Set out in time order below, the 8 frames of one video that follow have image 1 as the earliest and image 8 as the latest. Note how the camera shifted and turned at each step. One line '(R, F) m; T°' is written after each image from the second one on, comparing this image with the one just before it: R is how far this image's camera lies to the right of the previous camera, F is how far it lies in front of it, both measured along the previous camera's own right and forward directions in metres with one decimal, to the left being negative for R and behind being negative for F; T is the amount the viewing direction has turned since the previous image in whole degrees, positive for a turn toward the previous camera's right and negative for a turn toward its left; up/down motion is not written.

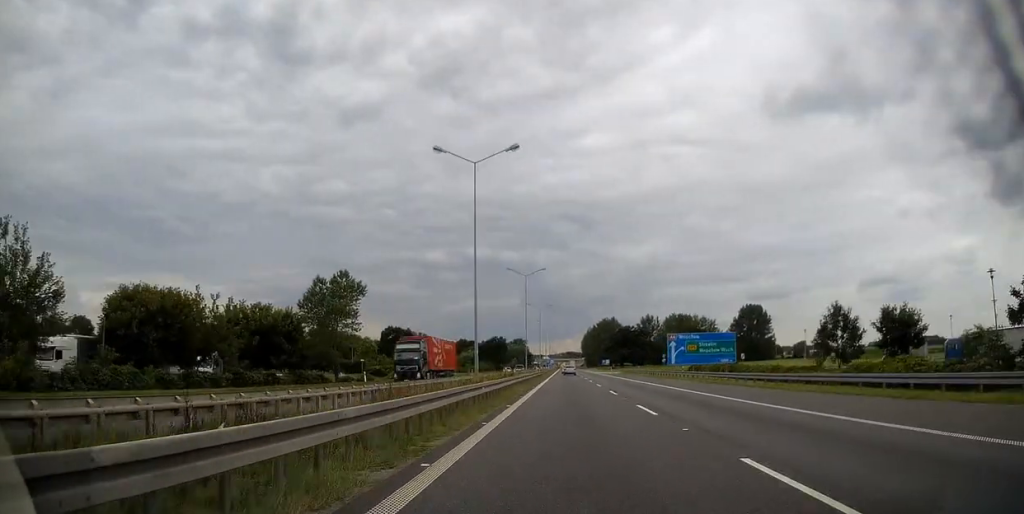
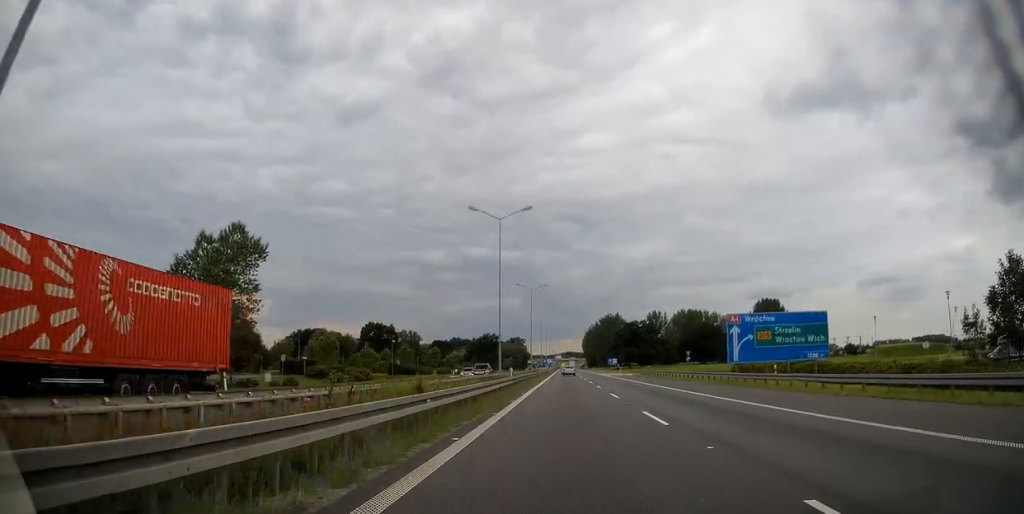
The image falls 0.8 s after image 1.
(+0.2, +27.0) m; 0°
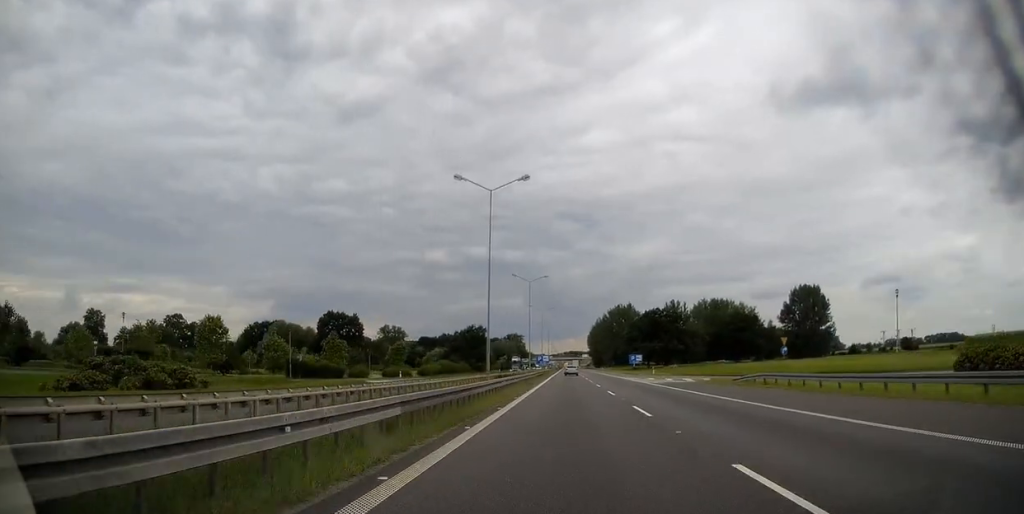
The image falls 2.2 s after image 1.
(-0.2, +45.1) m; -1°
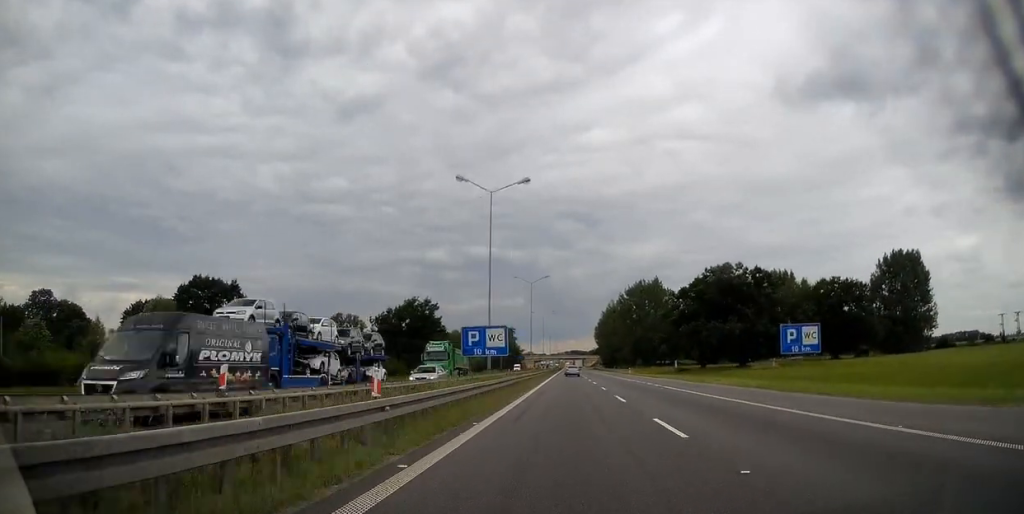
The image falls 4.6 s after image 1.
(-0.2, +77.0) m; 0°
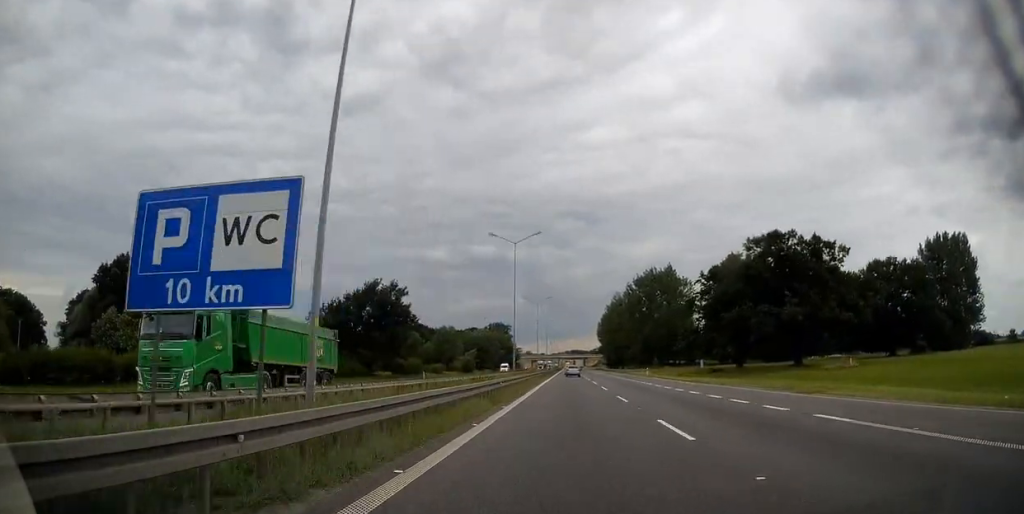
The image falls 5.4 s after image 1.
(+0.2, +24.6) m; 0°
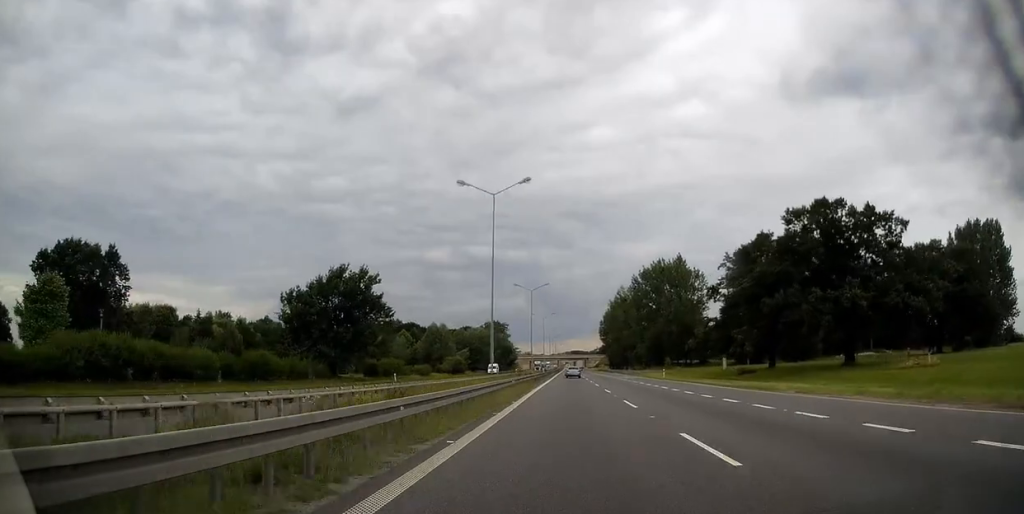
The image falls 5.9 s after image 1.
(0.0, +15.0) m; 0°
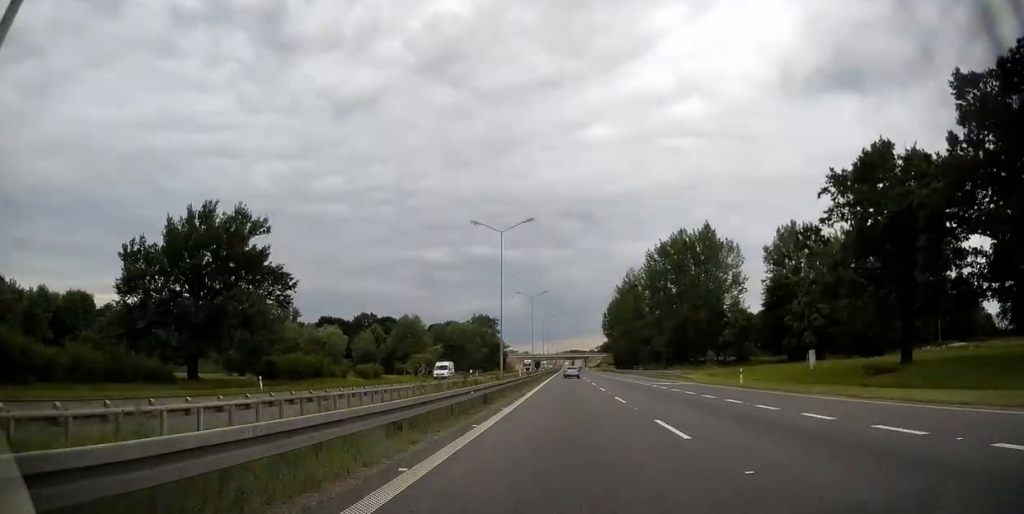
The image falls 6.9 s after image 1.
(-0.1, +33.0) m; 0°
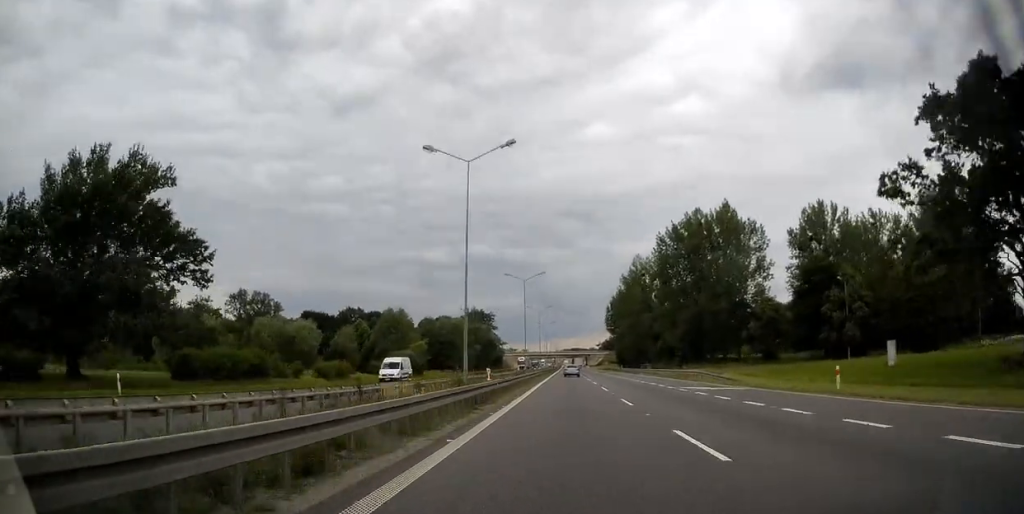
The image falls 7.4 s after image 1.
(0.0, +14.9) m; 0°
